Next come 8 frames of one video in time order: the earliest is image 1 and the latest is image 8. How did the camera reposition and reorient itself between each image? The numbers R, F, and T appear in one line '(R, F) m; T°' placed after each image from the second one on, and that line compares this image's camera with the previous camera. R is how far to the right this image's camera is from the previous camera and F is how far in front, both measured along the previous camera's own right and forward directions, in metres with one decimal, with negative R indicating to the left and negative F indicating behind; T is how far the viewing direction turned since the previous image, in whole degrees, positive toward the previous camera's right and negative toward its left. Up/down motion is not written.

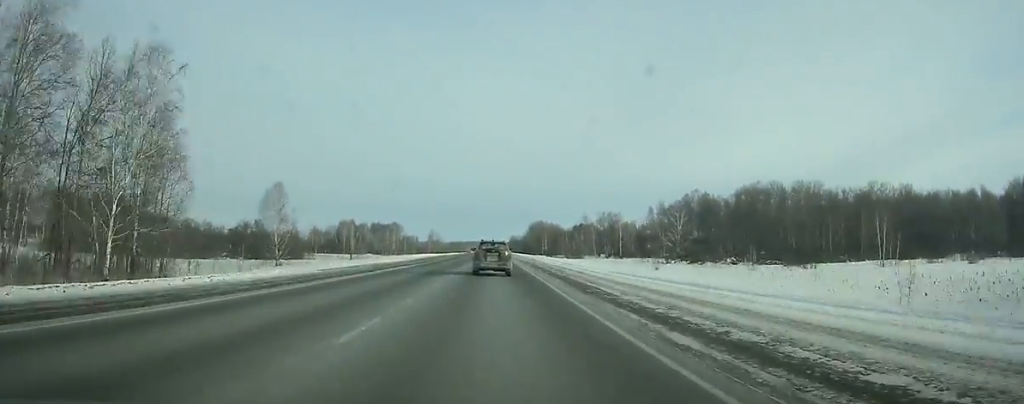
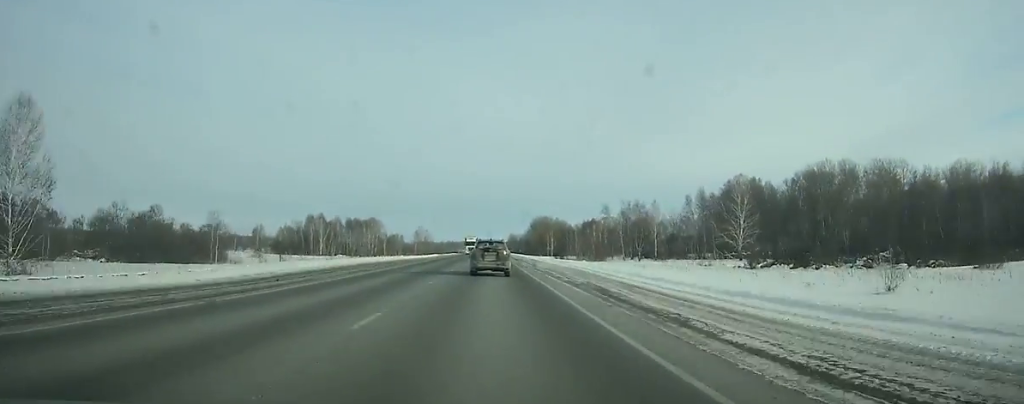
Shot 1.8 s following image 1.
(0.0, +45.6) m; 0°
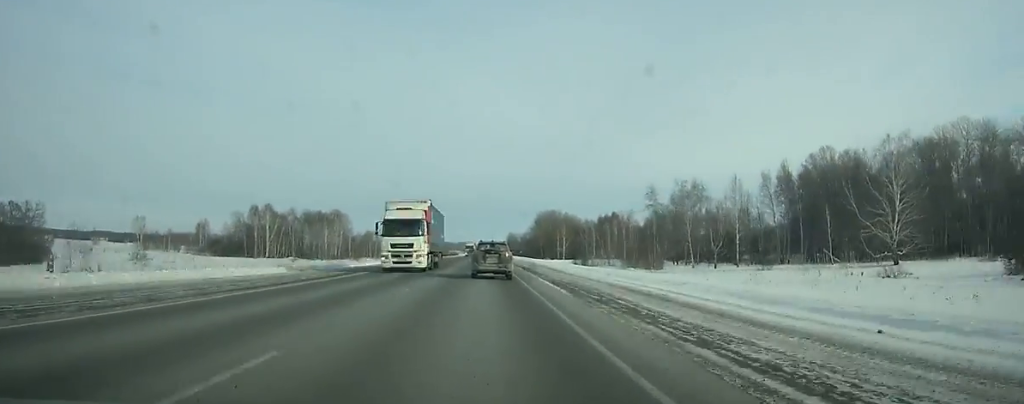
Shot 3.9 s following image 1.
(+0.3, +52.7) m; 0°
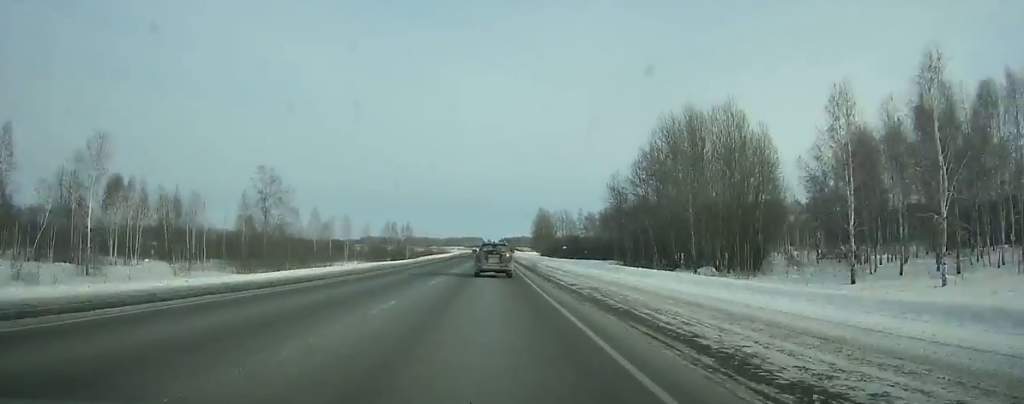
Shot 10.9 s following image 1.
(-0.5, +172.3) m; 0°
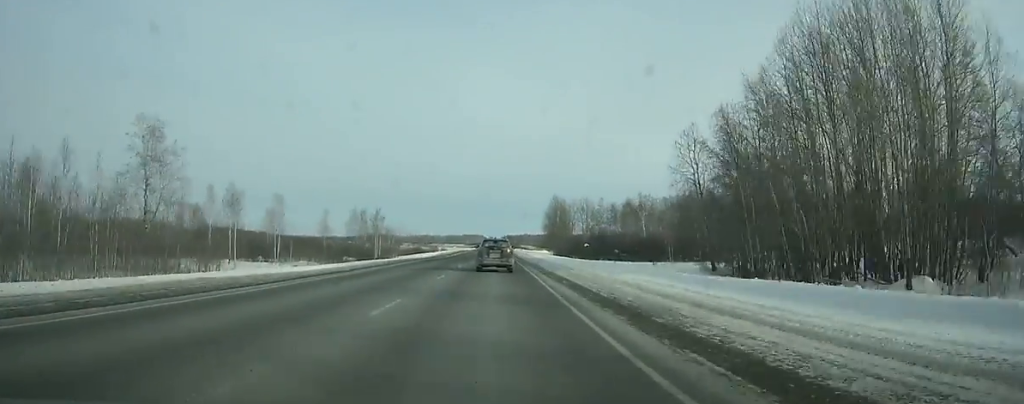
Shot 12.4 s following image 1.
(-0.1, +36.6) m; 0°
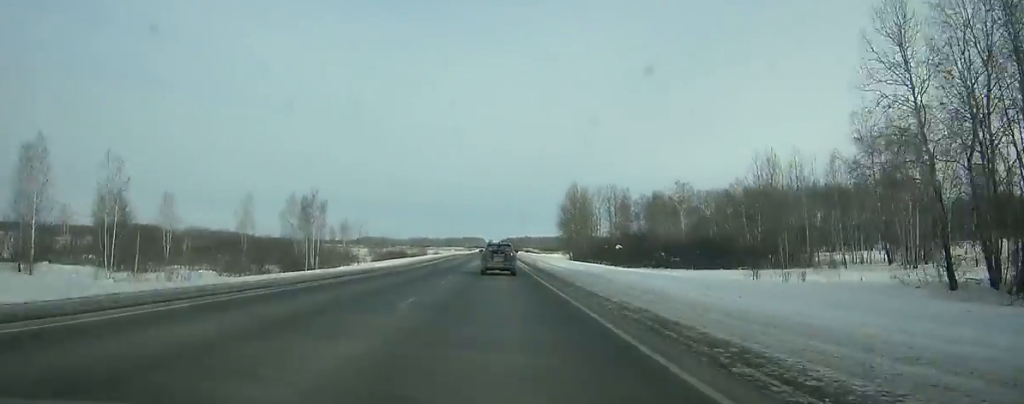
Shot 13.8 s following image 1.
(0.0, +34.1) m; 0°
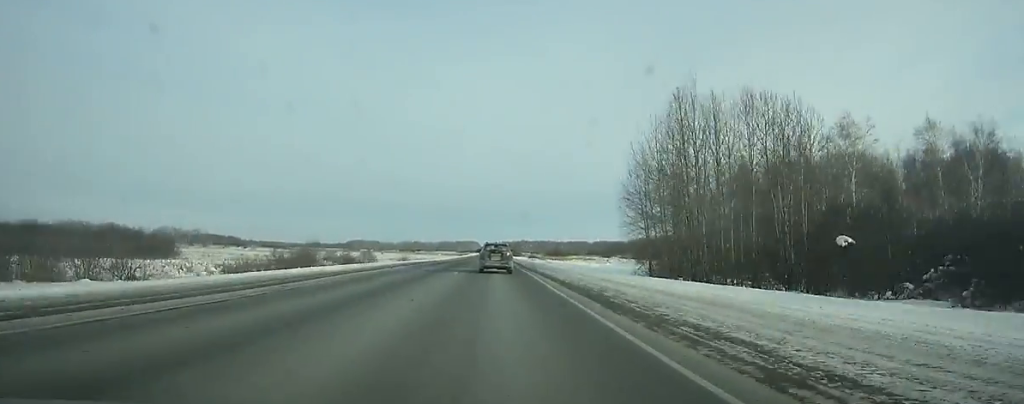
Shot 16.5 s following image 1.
(+0.2, +65.9) m; 0°
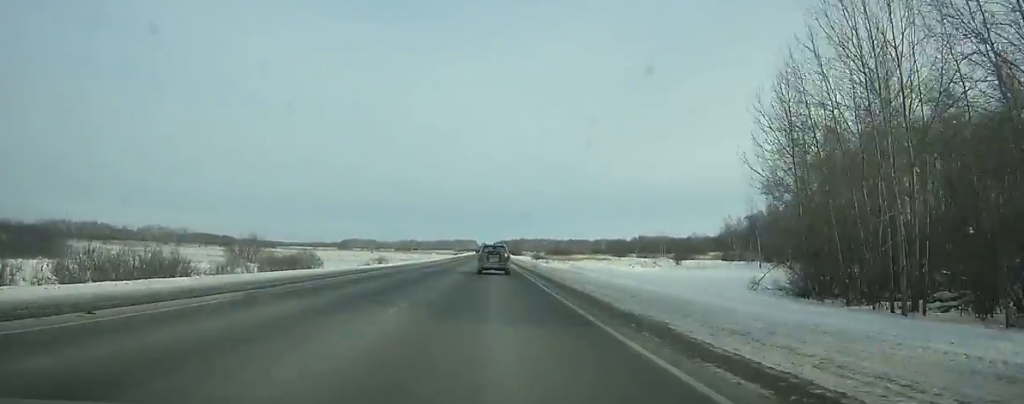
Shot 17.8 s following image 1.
(+0.1, +31.8) m; 0°
